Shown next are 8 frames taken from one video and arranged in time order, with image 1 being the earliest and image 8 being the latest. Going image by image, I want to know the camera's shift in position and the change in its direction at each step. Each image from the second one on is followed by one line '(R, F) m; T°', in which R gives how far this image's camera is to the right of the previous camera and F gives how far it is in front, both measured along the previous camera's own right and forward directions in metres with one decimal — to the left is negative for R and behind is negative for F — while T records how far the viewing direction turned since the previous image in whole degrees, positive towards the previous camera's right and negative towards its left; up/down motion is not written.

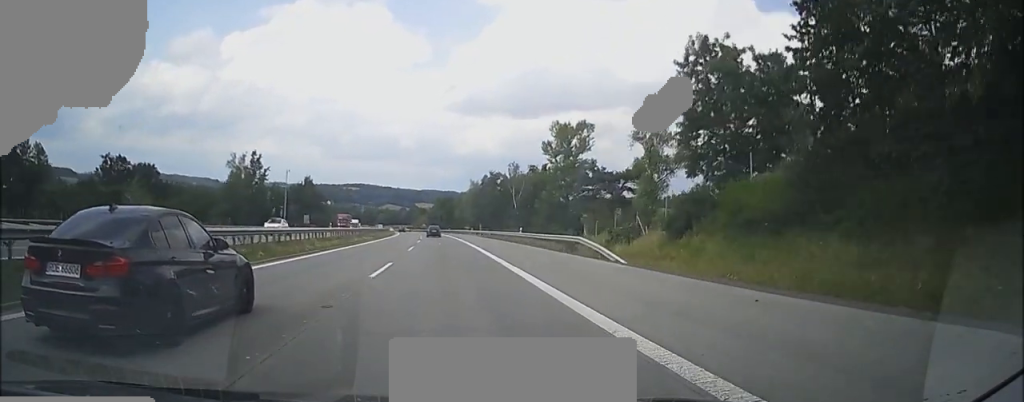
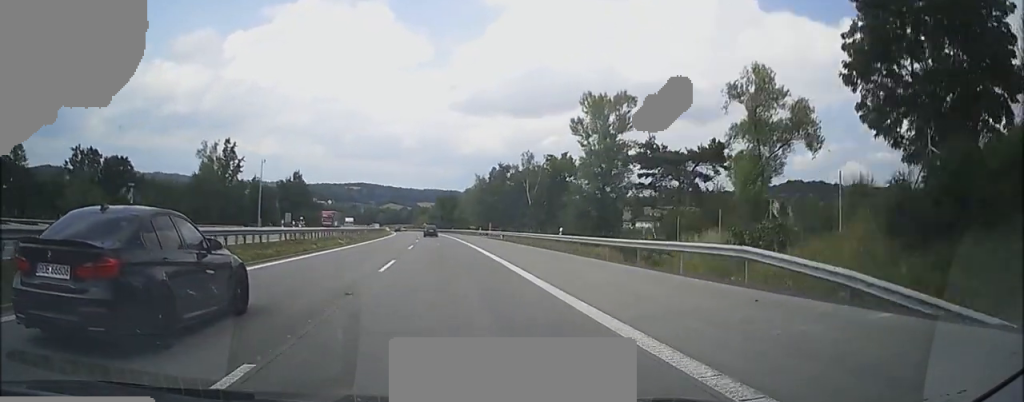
(0.0, +16.4) m; 0°
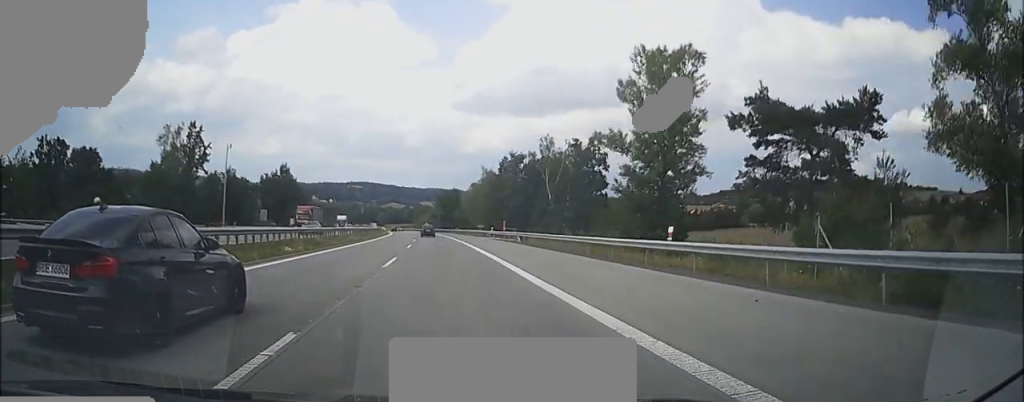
(0.0, +16.3) m; 0°
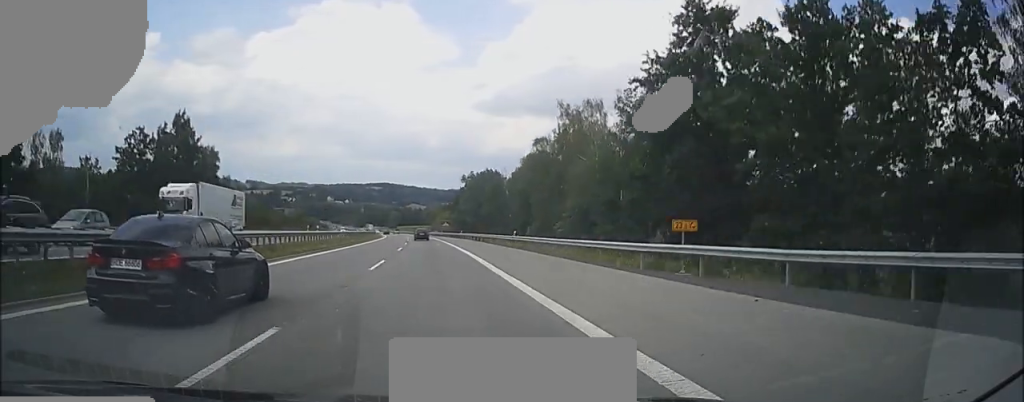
(0.0, +70.4) m; 0°
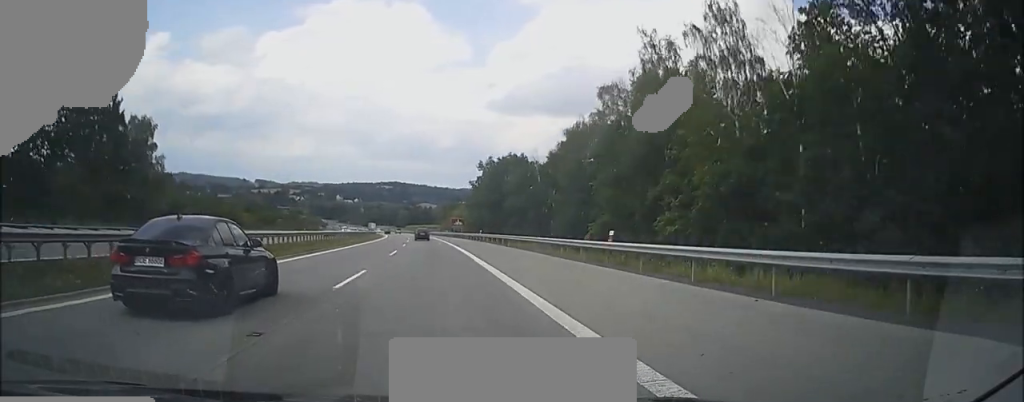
(0.0, +23.7) m; 0°
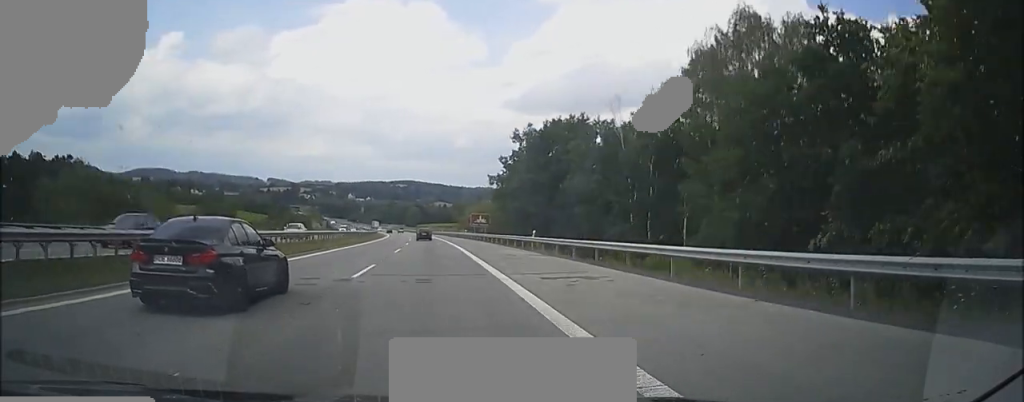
(0.0, +32.2) m; 0°
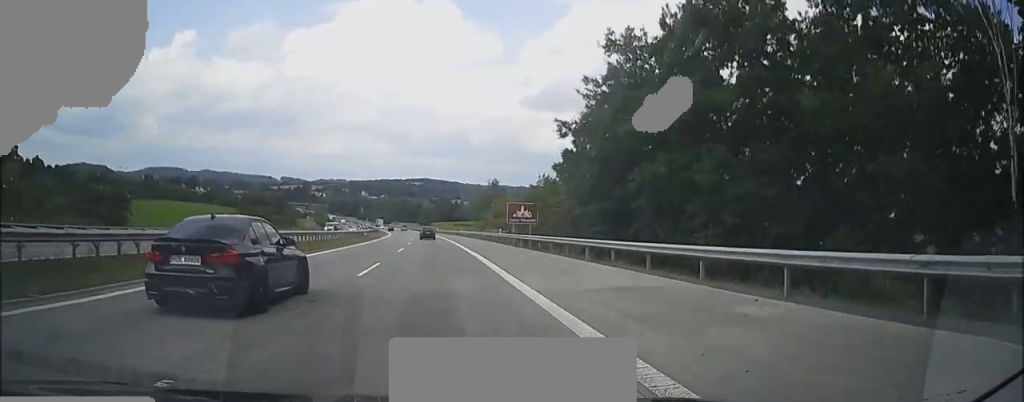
(0.0, +35.2) m; 0°
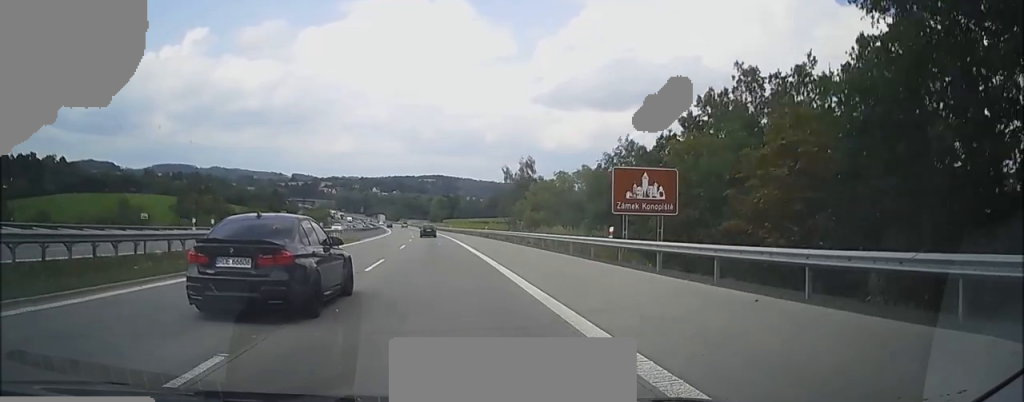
(-0.1, +34.5) m; -3°
